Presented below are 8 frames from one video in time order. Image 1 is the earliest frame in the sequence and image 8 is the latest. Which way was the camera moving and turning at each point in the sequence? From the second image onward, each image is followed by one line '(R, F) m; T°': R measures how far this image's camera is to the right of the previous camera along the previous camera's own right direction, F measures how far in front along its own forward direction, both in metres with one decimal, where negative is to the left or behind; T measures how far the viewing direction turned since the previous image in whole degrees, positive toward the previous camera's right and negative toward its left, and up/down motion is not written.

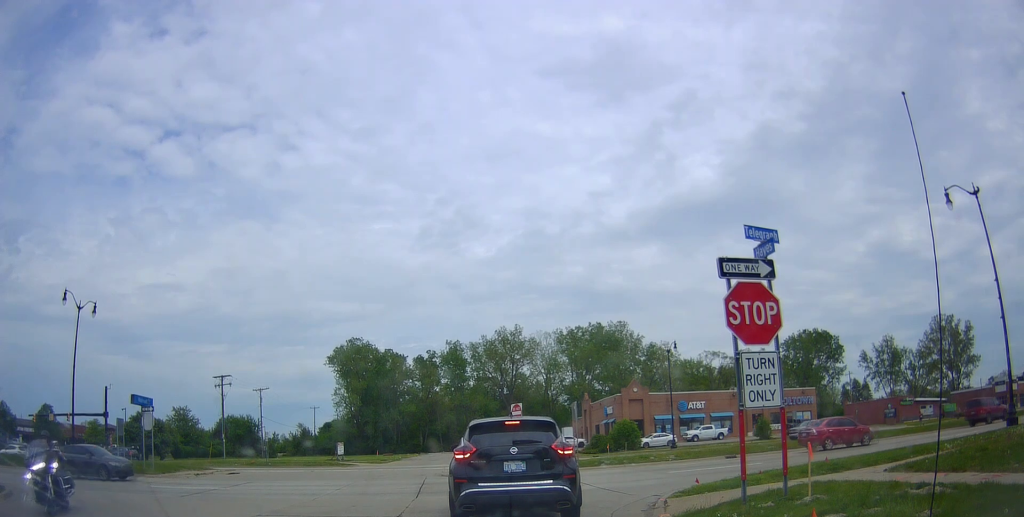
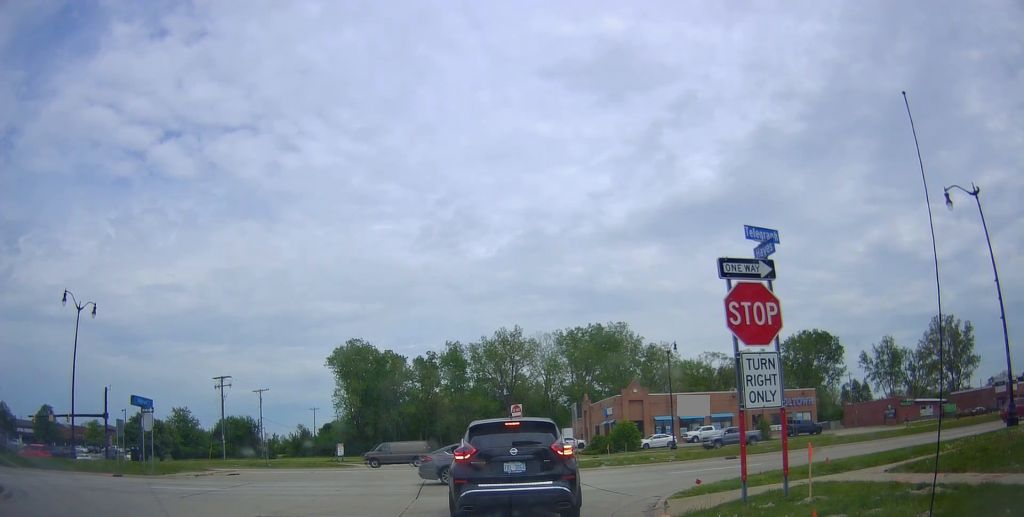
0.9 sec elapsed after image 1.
(0.0, 0.0) m; 0°
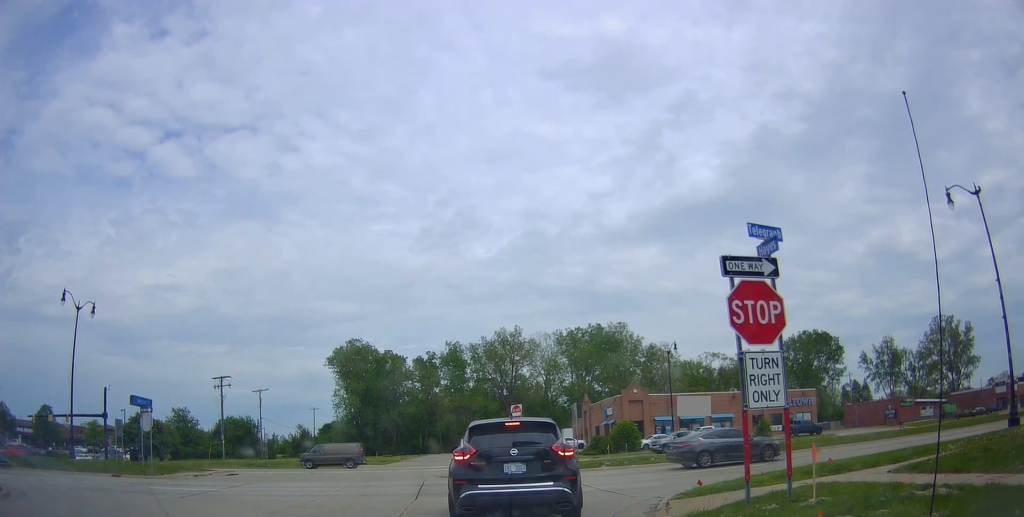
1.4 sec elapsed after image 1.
(0.0, 0.0) m; 0°
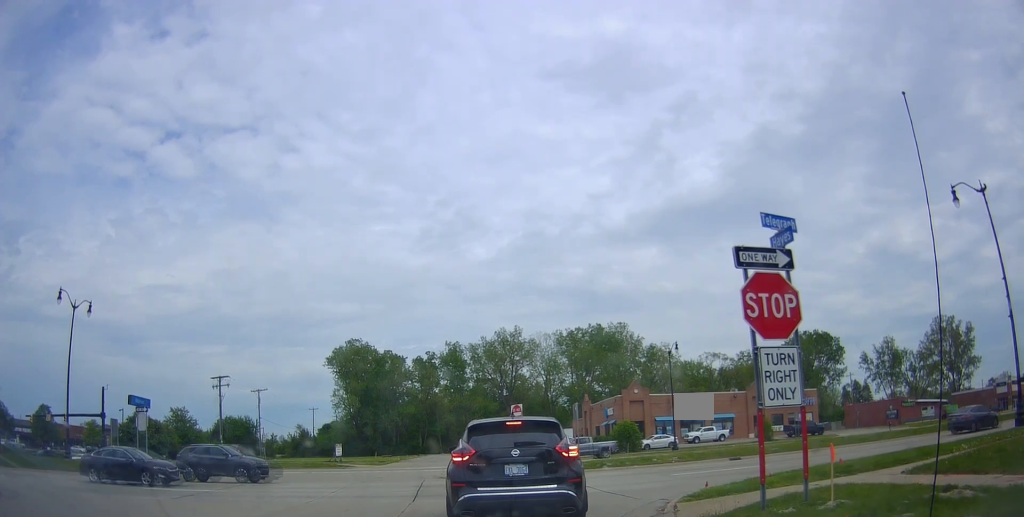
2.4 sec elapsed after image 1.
(0.0, +0.2) m; 0°
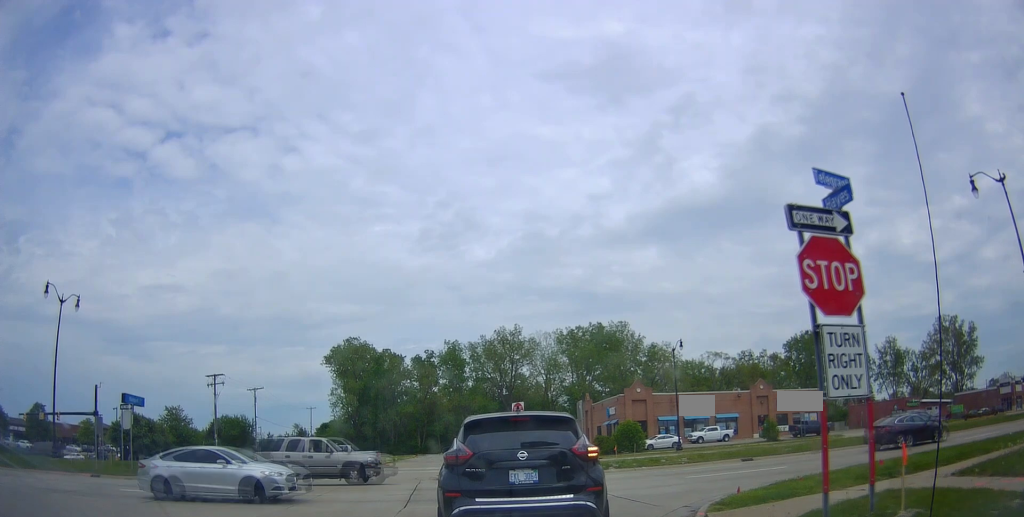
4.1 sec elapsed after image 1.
(+0.2, +1.0) m; 0°
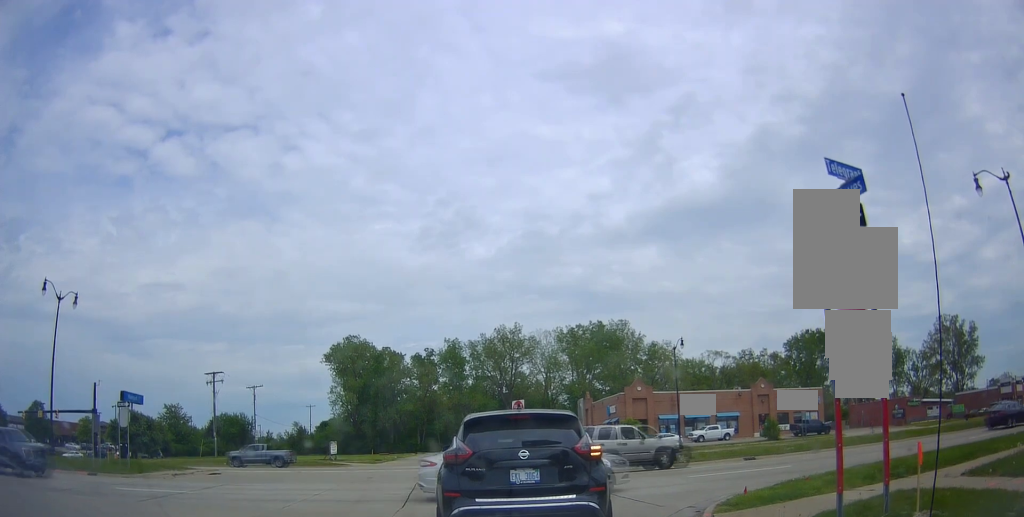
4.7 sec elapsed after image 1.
(0.0, +0.1) m; 0°
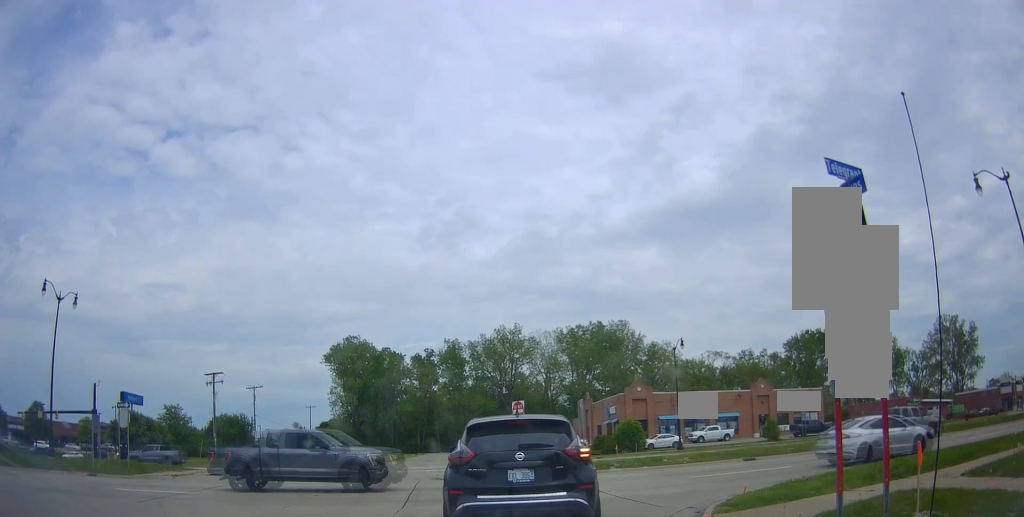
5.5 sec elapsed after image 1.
(0.0, +0.1) m; 0°
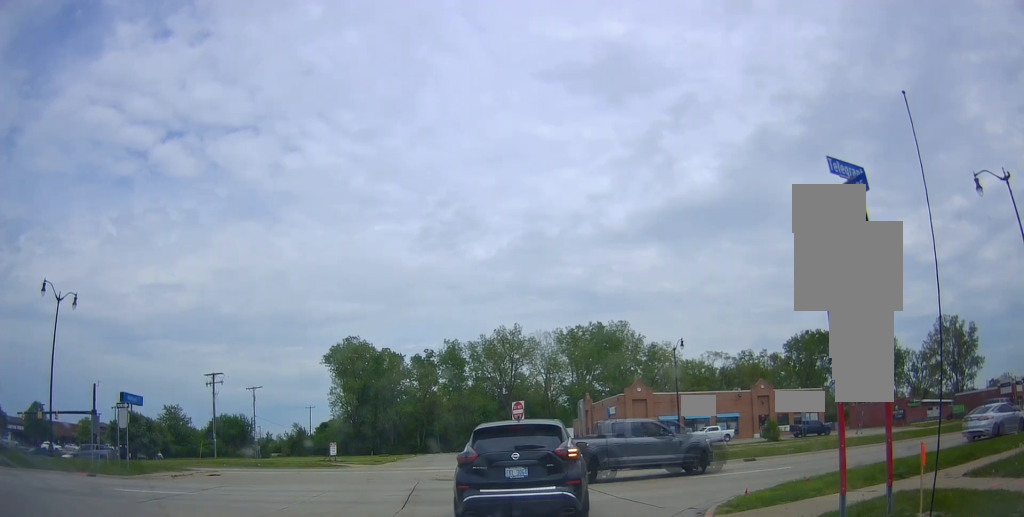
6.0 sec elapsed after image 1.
(0.0, +0.2) m; 0°
